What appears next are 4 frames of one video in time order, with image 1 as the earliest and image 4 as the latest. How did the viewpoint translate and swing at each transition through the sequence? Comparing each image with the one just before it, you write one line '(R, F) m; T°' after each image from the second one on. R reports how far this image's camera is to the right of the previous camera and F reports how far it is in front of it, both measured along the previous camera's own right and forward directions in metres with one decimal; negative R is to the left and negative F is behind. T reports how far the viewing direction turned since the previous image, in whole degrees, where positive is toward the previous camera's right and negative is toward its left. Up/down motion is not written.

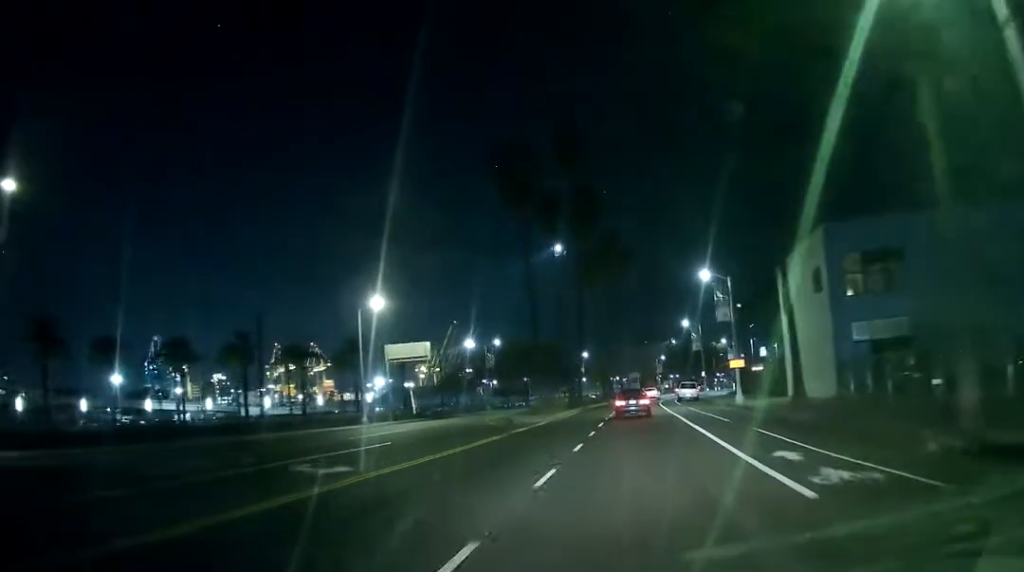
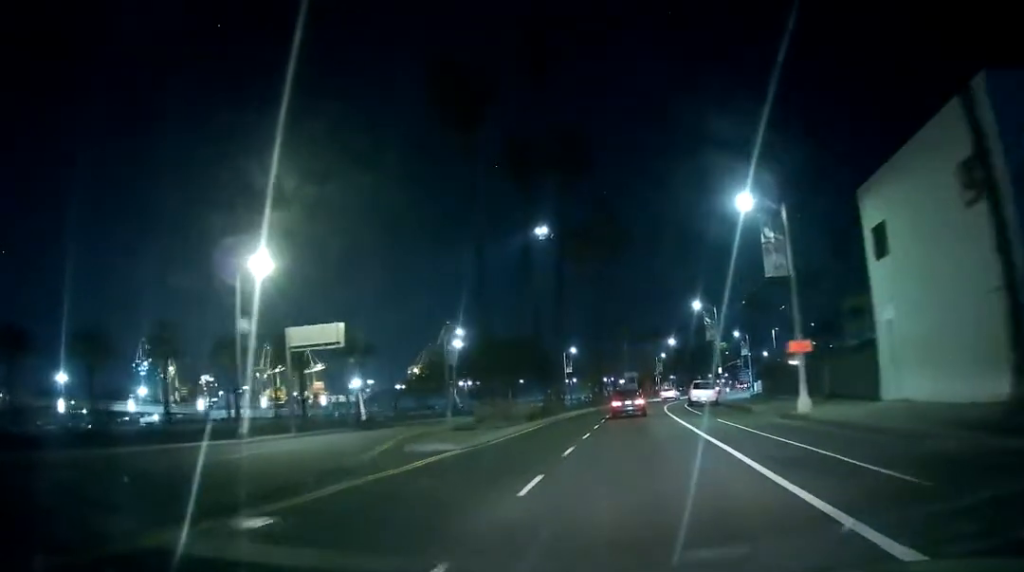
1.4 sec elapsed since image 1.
(+0.7, +20.4) m; +1°
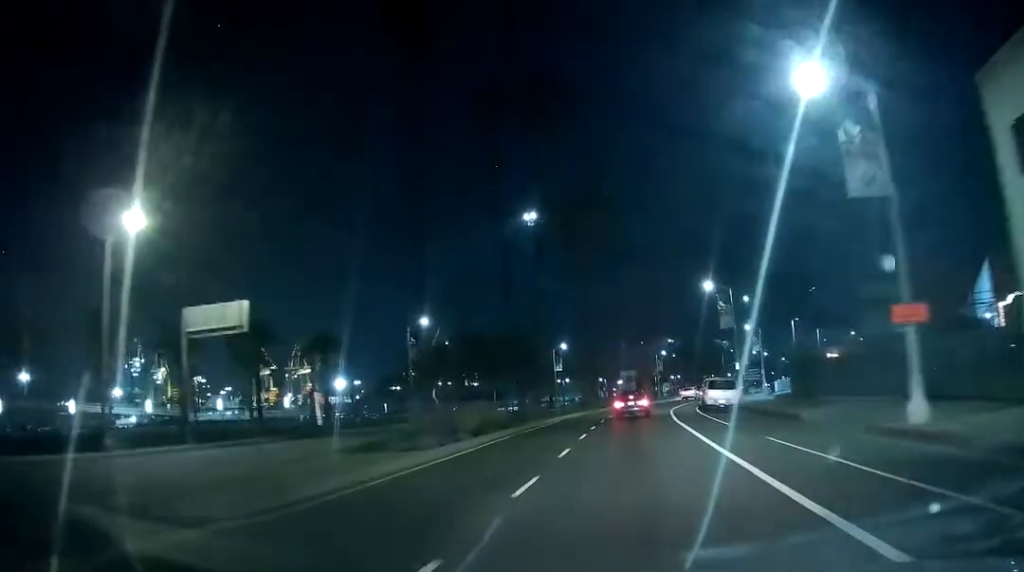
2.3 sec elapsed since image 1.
(-0.1, +12.8) m; 0°
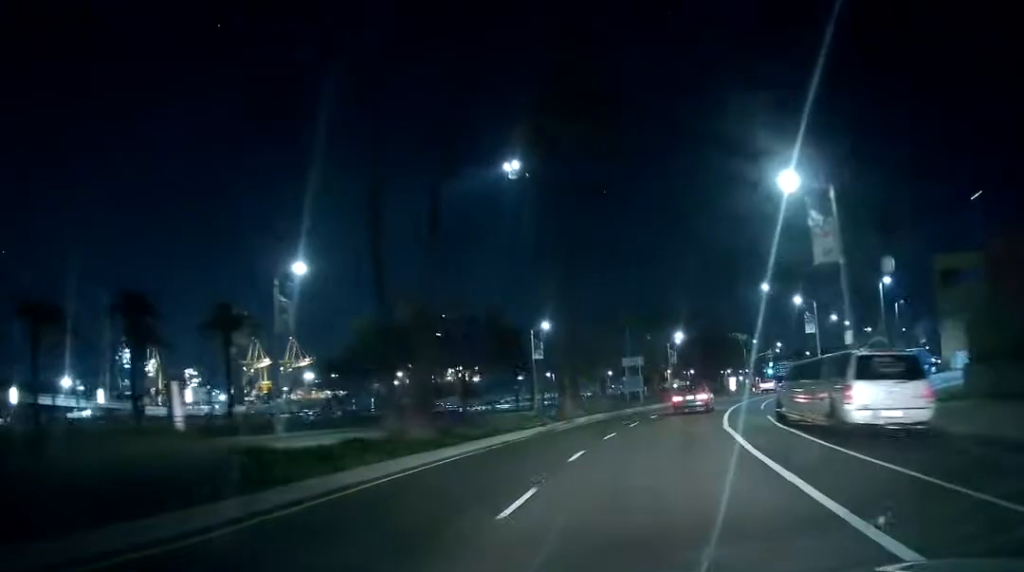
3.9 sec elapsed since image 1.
(+0.3, +27.1) m; +1°
